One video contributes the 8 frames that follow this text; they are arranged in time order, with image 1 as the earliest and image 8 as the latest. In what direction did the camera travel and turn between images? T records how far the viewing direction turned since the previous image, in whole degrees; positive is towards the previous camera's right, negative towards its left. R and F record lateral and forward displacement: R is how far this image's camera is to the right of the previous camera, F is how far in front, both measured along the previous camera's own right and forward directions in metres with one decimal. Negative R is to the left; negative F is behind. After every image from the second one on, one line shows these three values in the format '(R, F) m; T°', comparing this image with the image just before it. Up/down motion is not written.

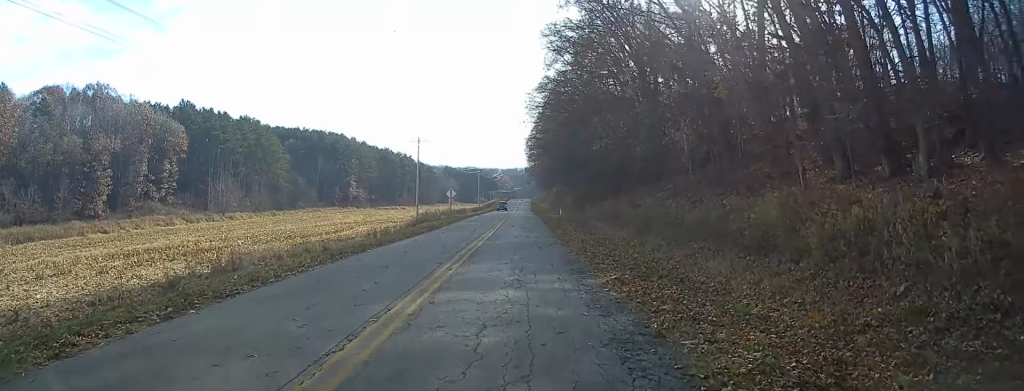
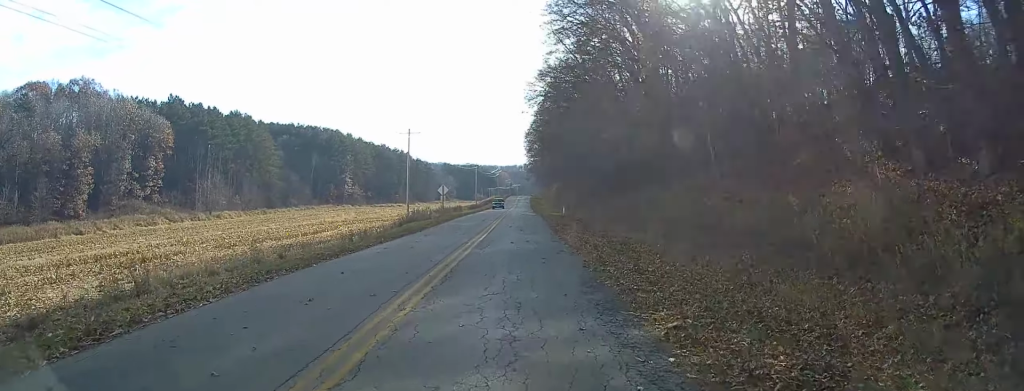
(+0.2, +6.0) m; 0°
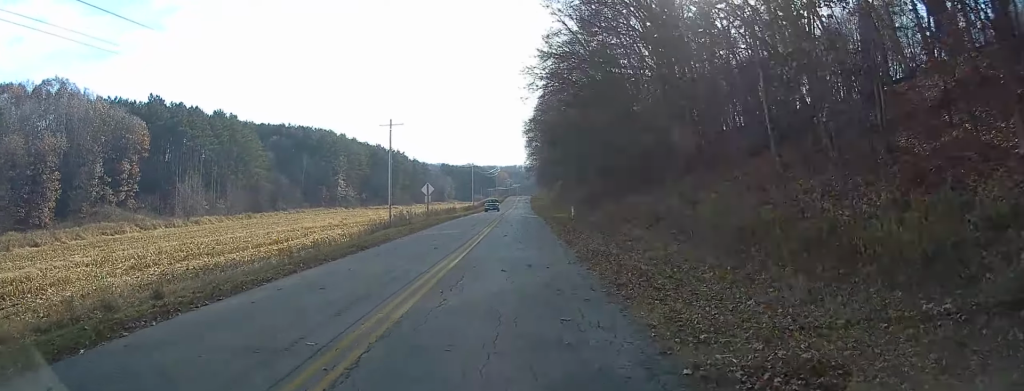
(+0.3, +9.7) m; -1°
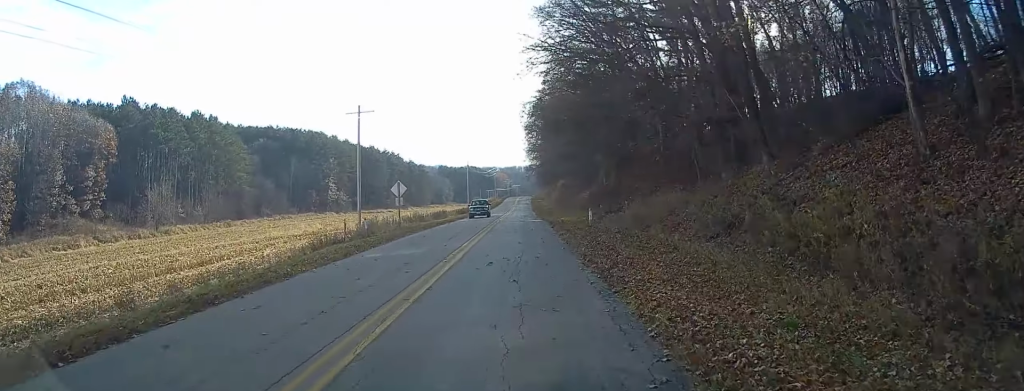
(-0.6, +11.9) m; -2°
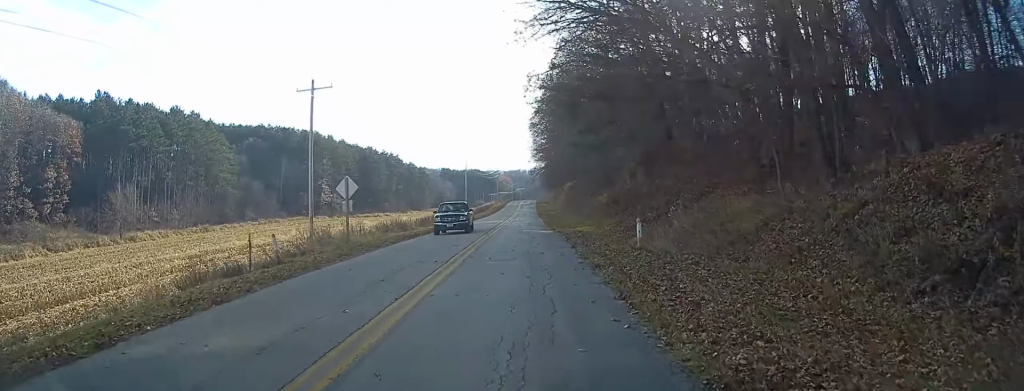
(0.0, +12.6) m; +1°
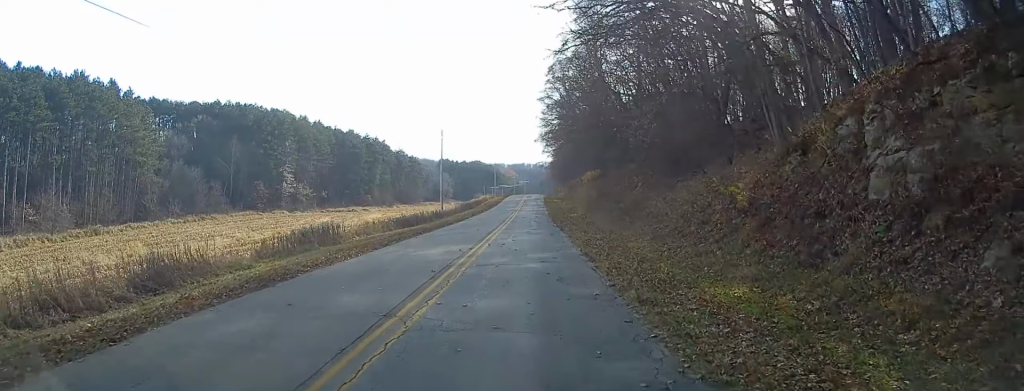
(+1.3, +38.2) m; 0°
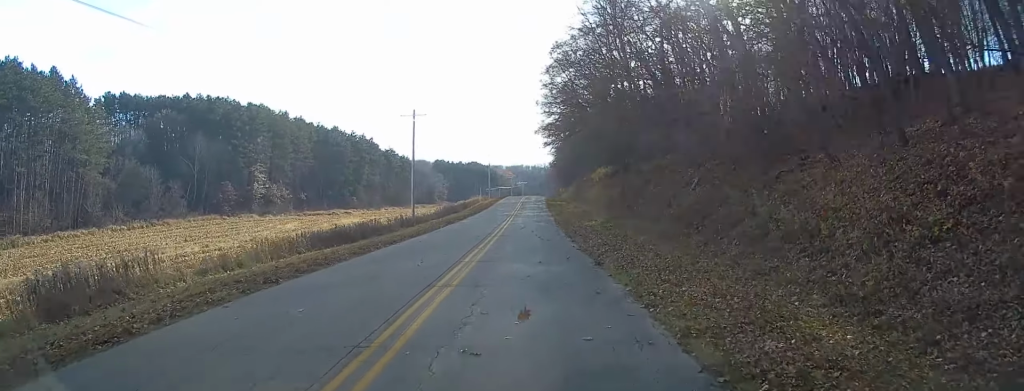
(-0.7, +18.6) m; -1°
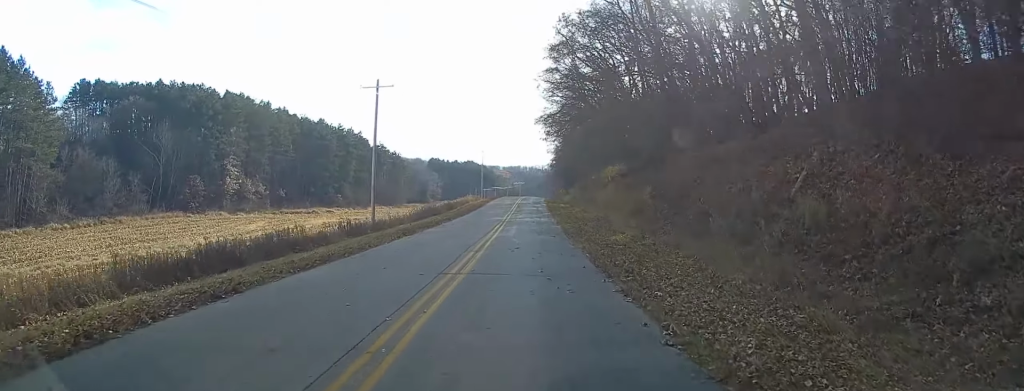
(+0.5, +14.4) m; 0°
